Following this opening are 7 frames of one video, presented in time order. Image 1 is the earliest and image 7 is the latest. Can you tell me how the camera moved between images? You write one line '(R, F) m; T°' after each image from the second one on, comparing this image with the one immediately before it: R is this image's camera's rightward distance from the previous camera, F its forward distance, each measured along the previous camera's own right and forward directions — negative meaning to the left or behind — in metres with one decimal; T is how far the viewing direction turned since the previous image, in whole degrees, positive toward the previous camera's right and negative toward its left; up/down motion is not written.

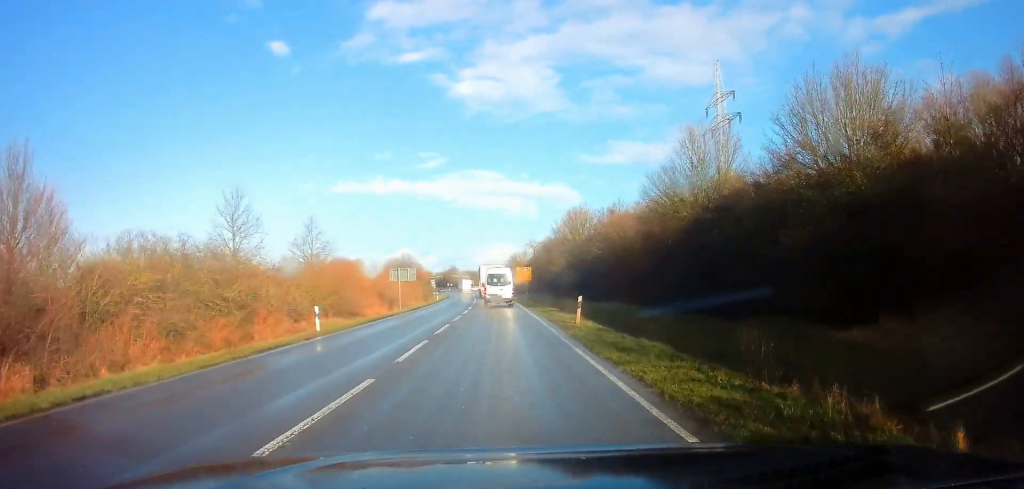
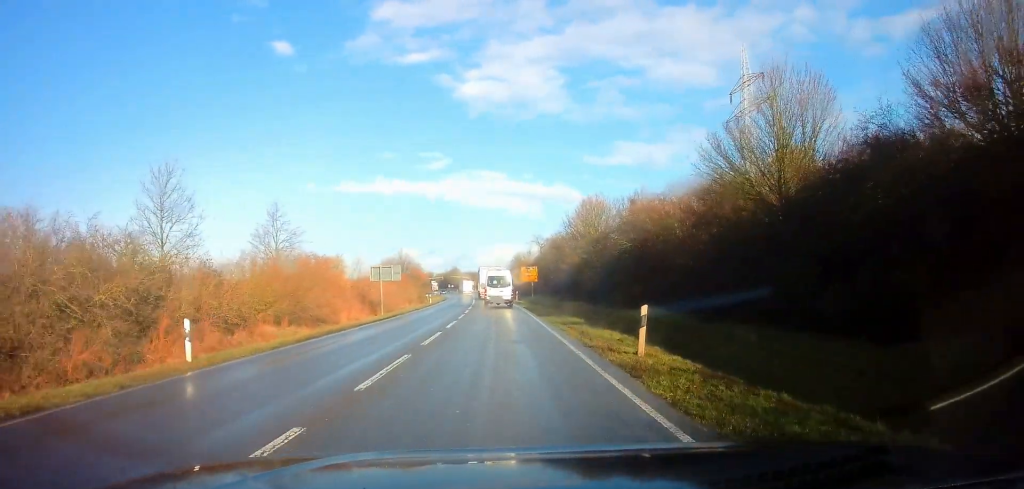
(-0.2, +8.8) m; -2°
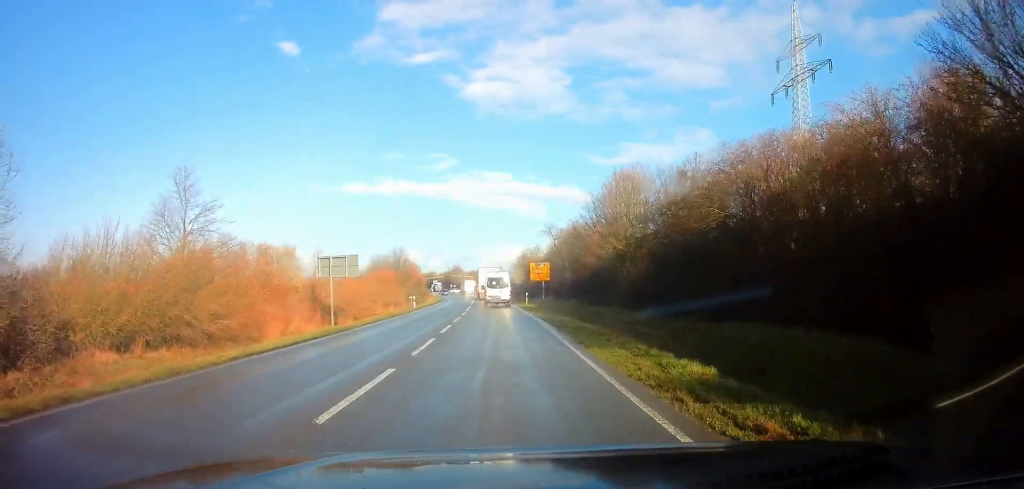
(-0.2, +13.8) m; 0°
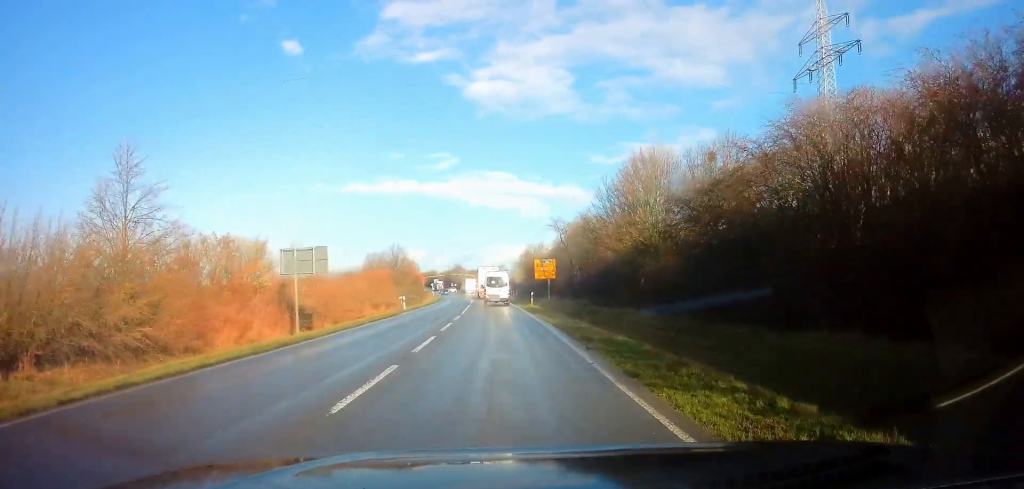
(+0.1, +5.4) m; 0°
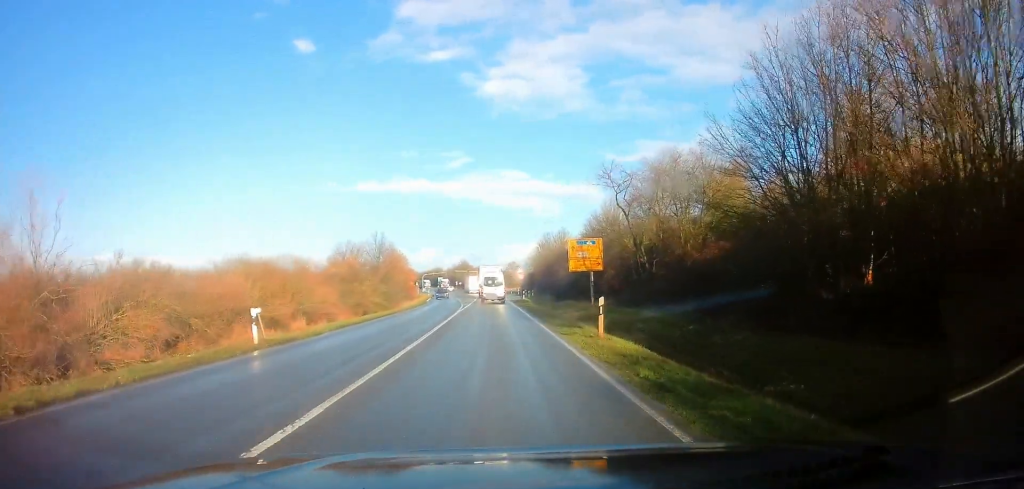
(-0.5, +26.1) m; -3°
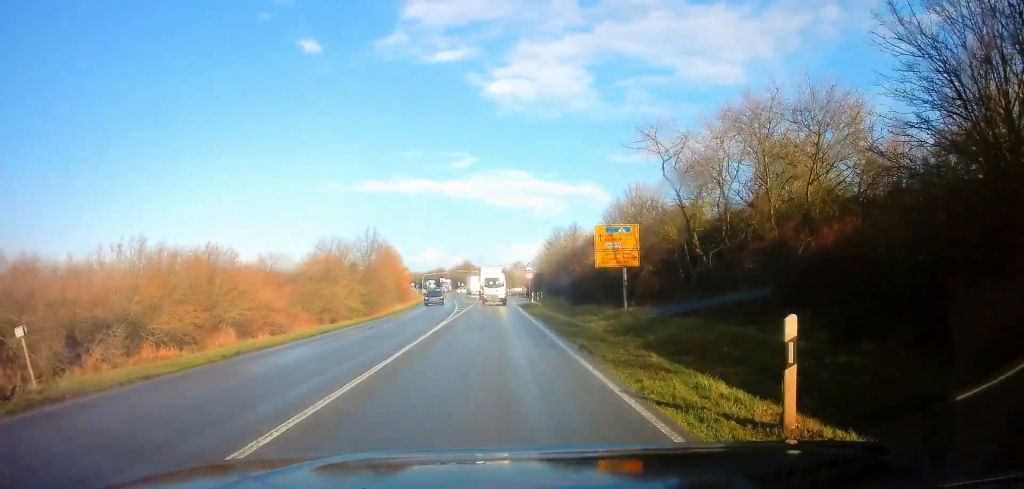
(+0.1, +9.6) m; +1°
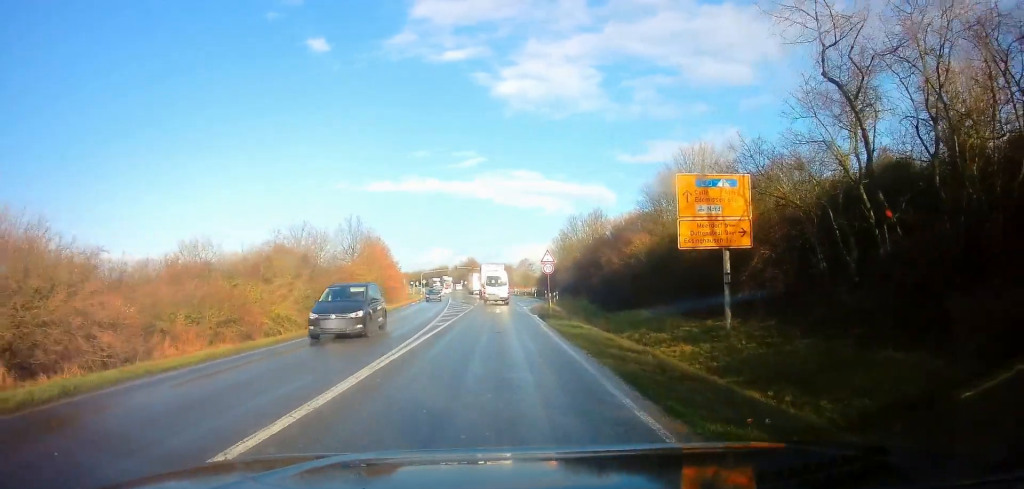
(0.0, +13.4) m; 0°
